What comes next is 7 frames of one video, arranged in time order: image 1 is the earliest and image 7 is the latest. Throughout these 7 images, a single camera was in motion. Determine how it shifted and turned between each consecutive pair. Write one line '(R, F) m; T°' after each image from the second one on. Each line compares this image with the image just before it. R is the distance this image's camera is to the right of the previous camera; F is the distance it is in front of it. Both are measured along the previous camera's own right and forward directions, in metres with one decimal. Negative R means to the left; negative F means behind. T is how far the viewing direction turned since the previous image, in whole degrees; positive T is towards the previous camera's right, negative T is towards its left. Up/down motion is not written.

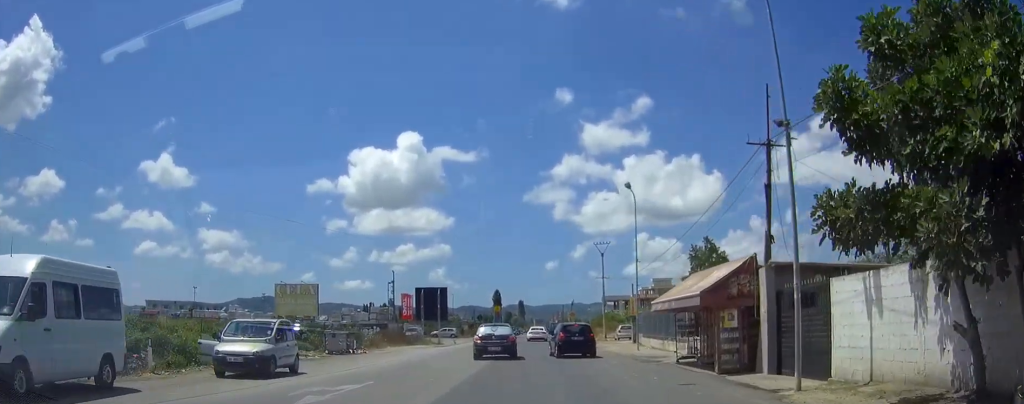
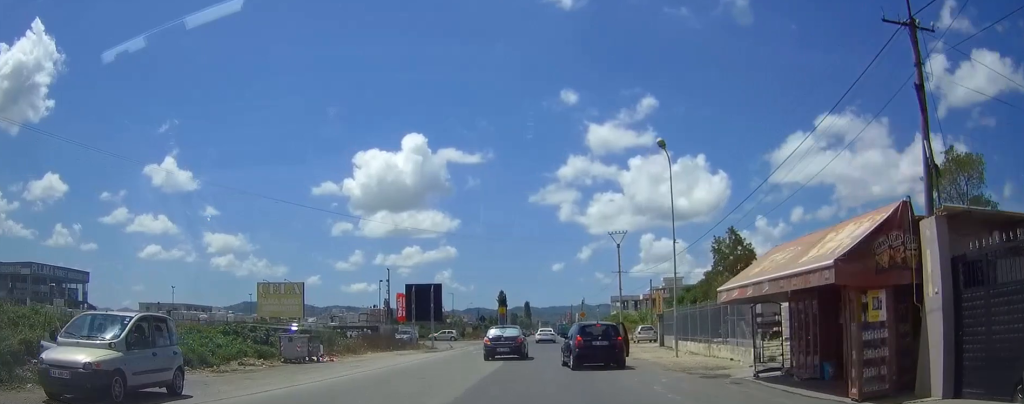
(+0.1, +8.2) m; +1°
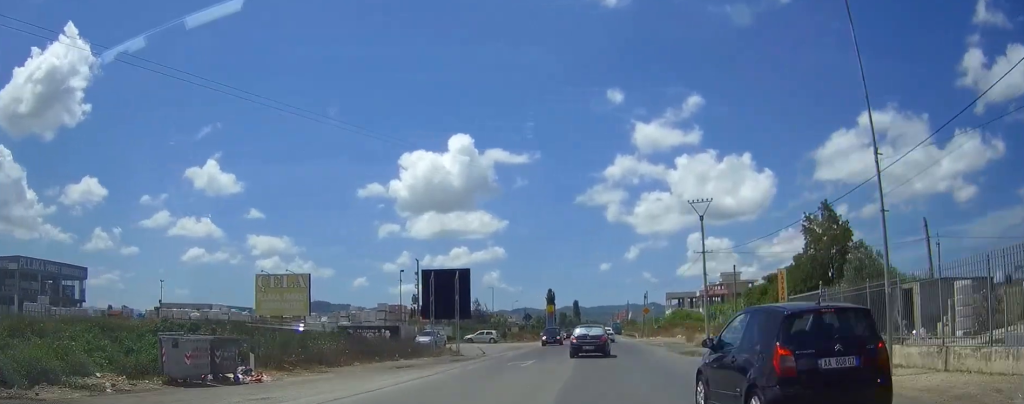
(0.0, +13.6) m; -1°
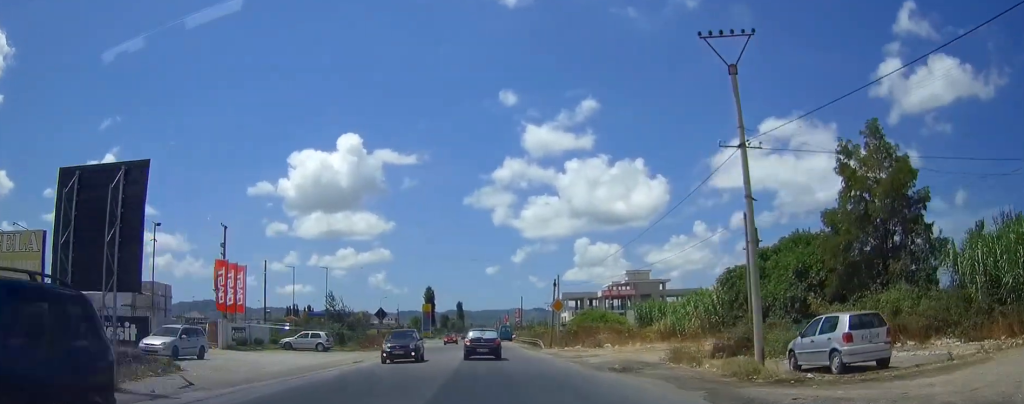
(-0.7, +25.3) m; 0°
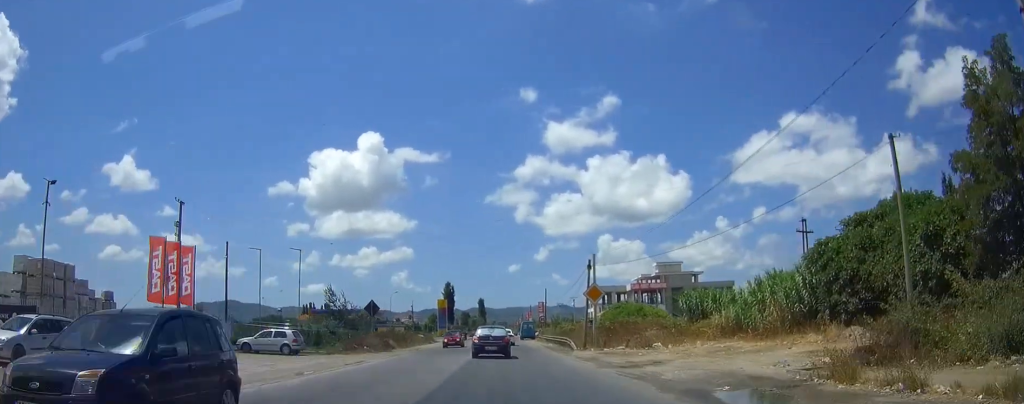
(+0.3, +11.2) m; +2°
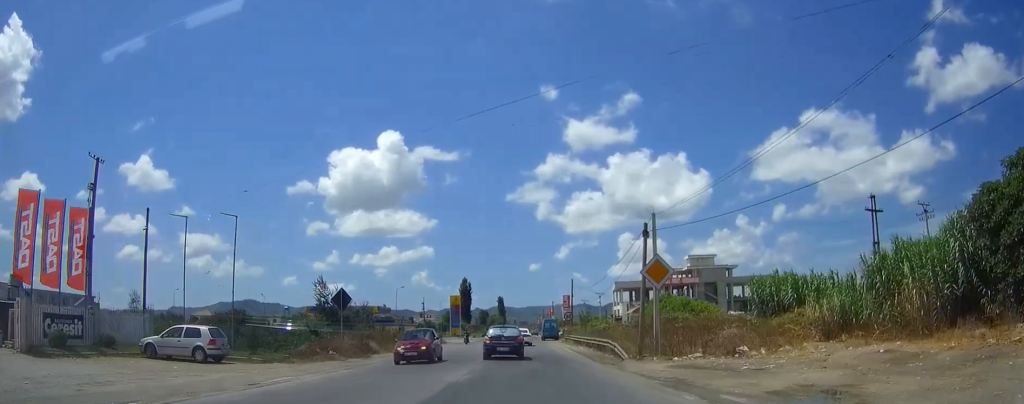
(+0.3, +12.6) m; +1°
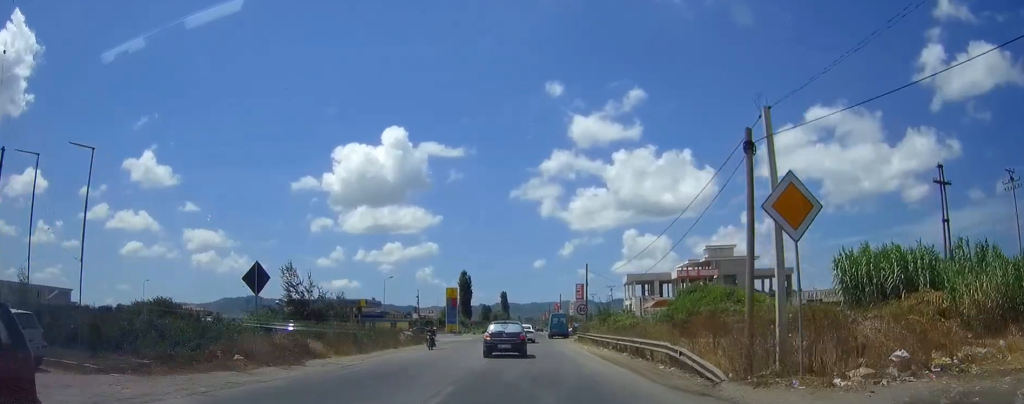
(-0.1, +12.1) m; -1°
